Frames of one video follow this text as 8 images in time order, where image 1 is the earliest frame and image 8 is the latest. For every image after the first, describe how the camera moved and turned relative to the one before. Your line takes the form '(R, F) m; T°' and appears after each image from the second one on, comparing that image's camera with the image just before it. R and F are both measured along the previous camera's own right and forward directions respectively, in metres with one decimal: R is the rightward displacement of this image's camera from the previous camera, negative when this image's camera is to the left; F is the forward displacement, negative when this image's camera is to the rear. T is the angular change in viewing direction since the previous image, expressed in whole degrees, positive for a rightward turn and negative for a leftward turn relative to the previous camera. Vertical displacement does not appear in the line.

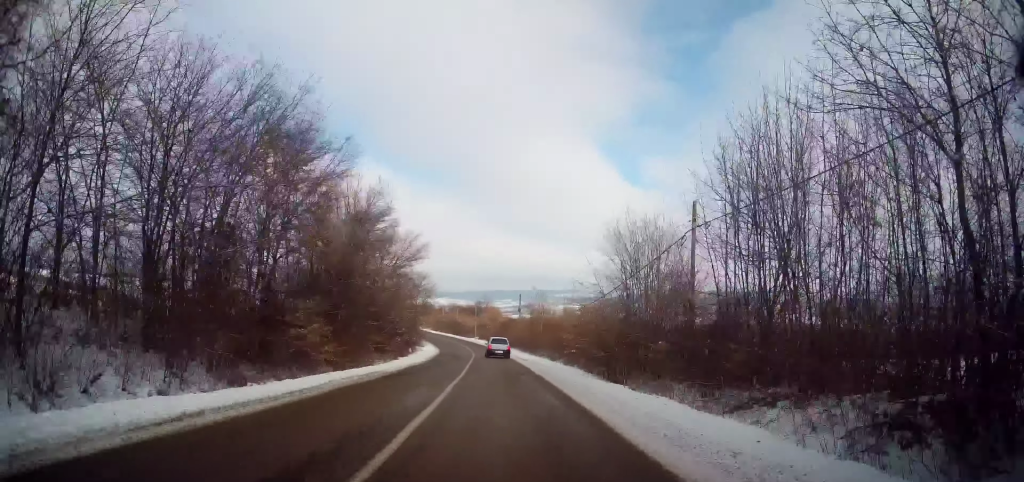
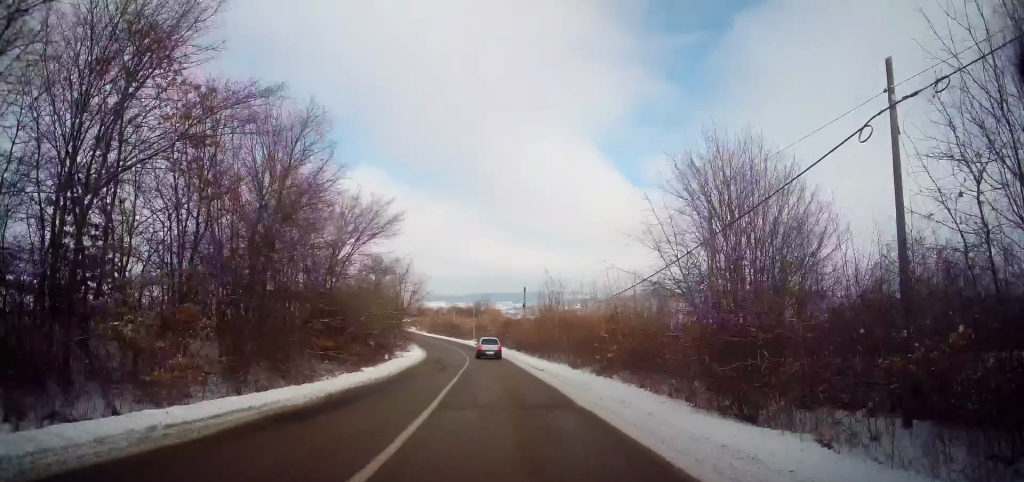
(0.0, +10.3) m; 0°
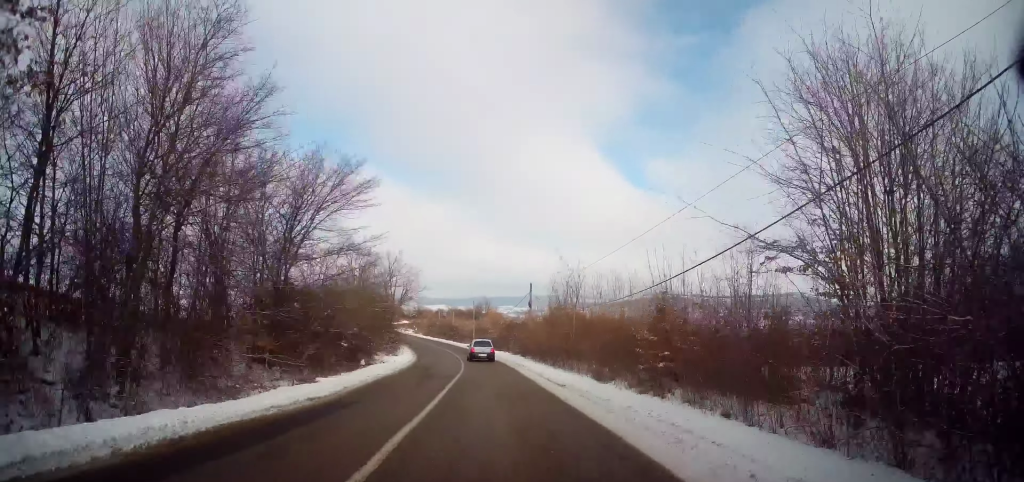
(0.0, +6.7) m; 0°
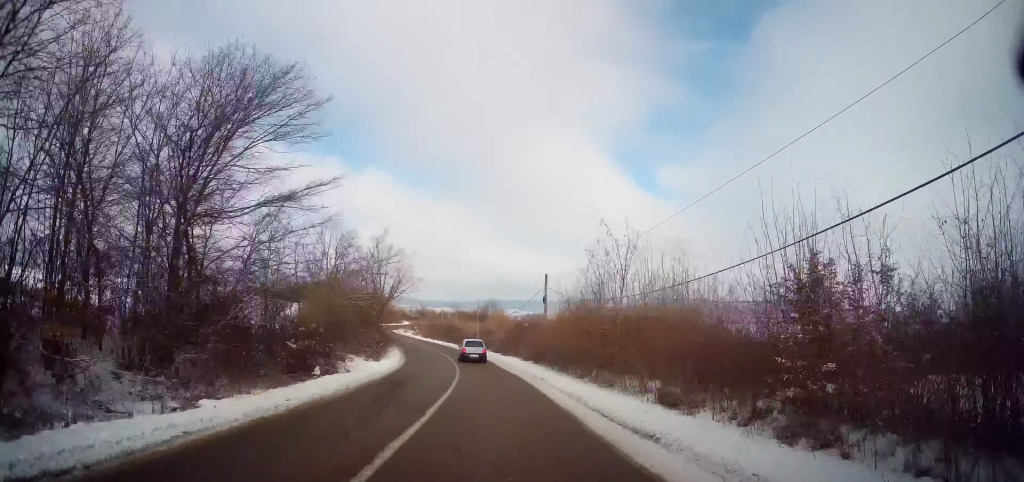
(+0.1, +8.5) m; -1°
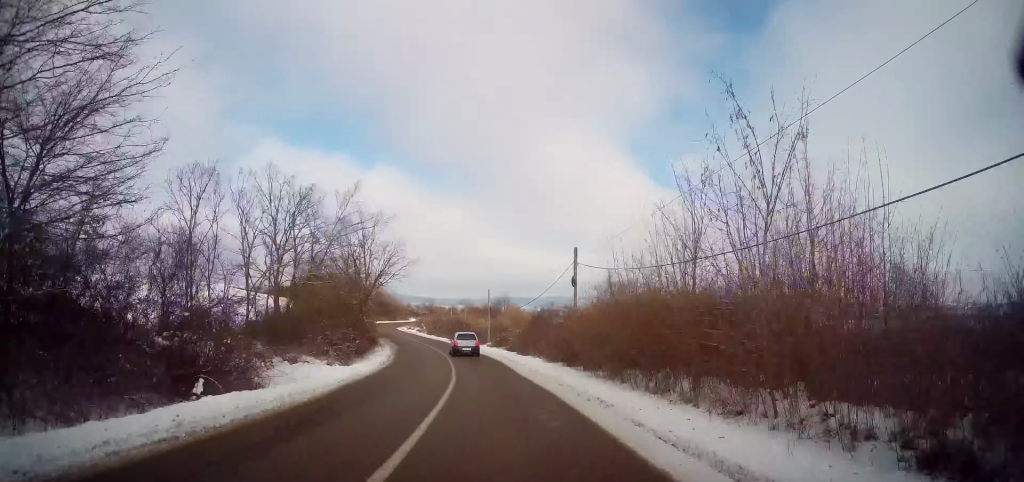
(0.0, +9.6) m; -2°
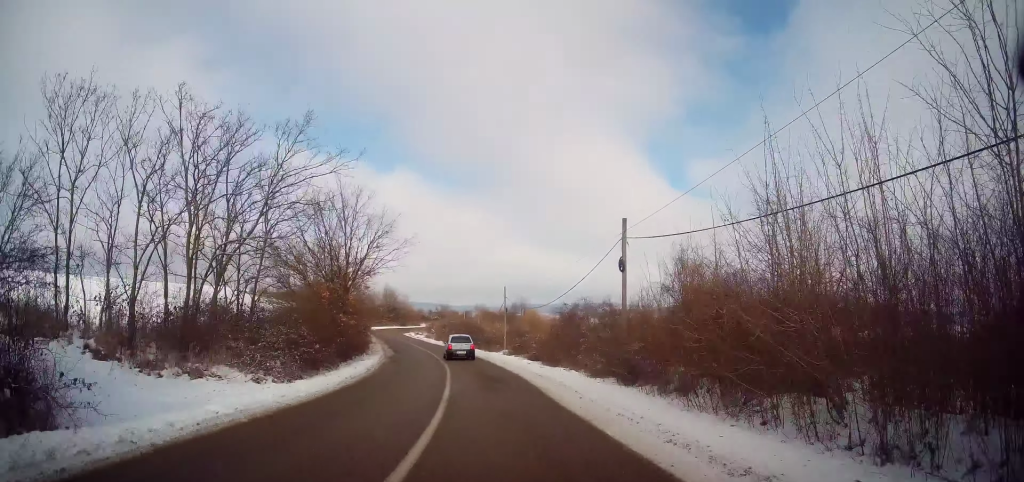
(-0.3, +8.7) m; -2°
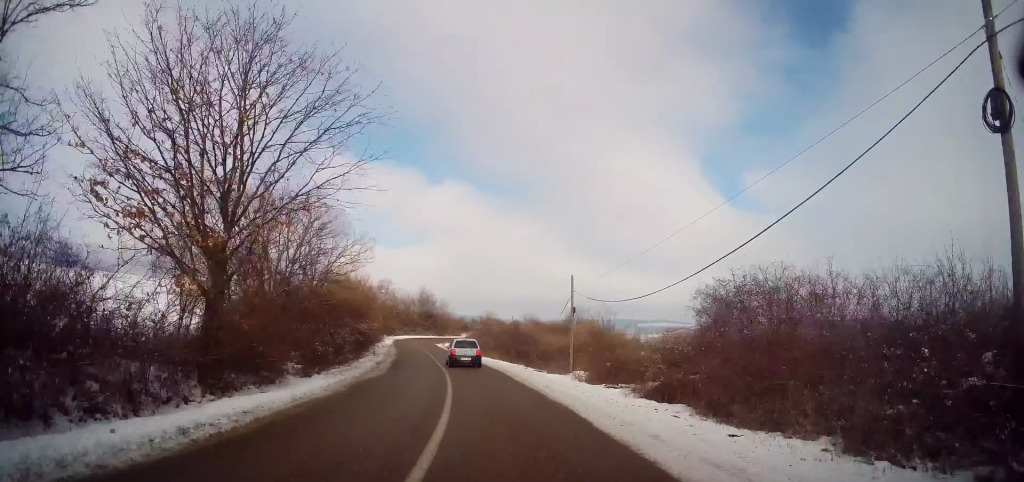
(-0.5, +17.4) m; -4°
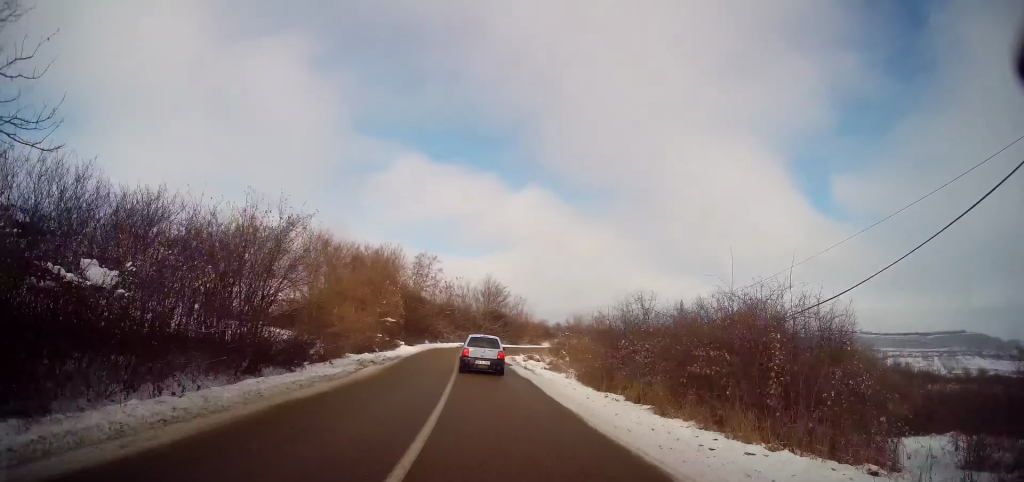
(-2.2, +30.0) m; -8°
